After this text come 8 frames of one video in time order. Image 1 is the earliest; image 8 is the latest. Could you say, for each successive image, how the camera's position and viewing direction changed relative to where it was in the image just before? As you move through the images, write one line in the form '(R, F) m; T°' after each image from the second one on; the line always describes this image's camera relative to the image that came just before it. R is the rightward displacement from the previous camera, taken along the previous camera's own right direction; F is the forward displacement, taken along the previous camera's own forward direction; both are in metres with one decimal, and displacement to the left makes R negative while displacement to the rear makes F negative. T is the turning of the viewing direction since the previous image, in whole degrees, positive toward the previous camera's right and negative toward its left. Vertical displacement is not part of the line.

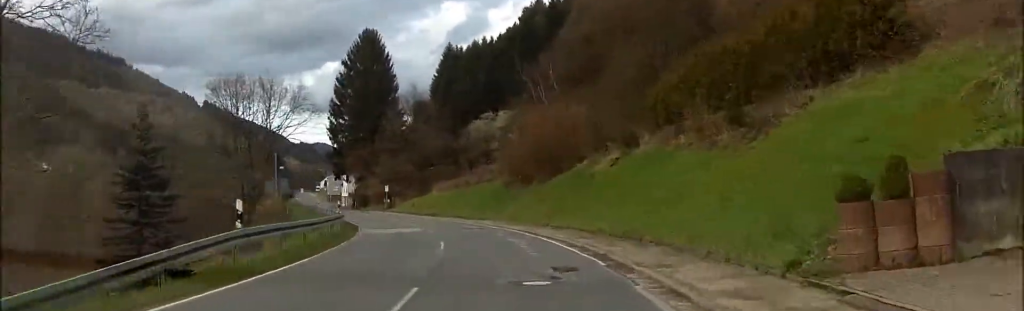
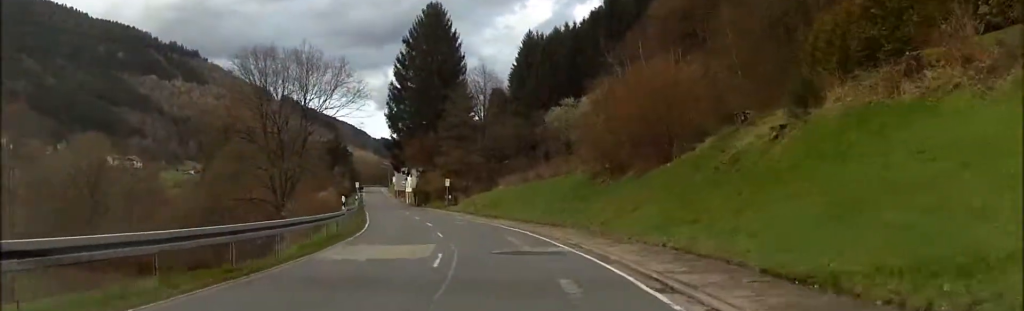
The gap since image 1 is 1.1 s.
(-0.5, +19.2) m; -3°
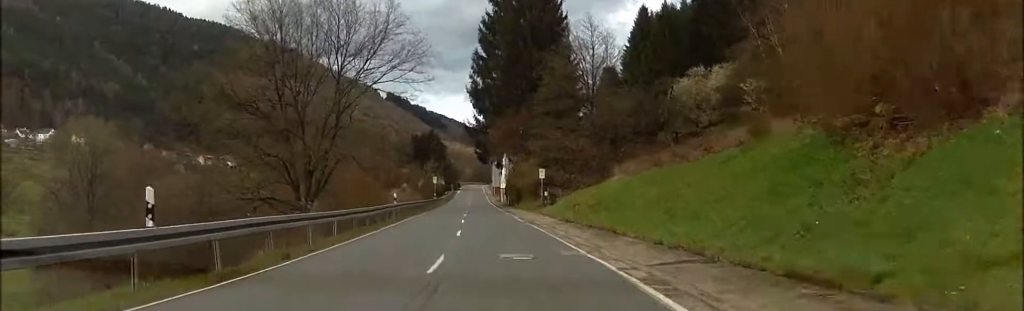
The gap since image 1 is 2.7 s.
(-1.0, +25.9) m; -4°
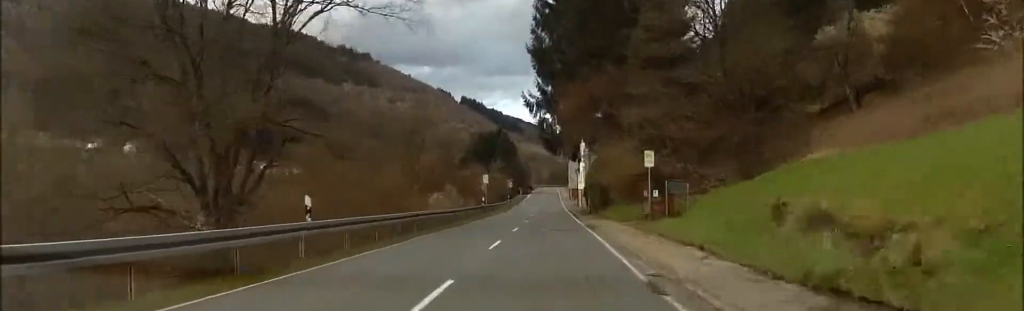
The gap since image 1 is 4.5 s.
(-1.5, +24.9) m; -7°
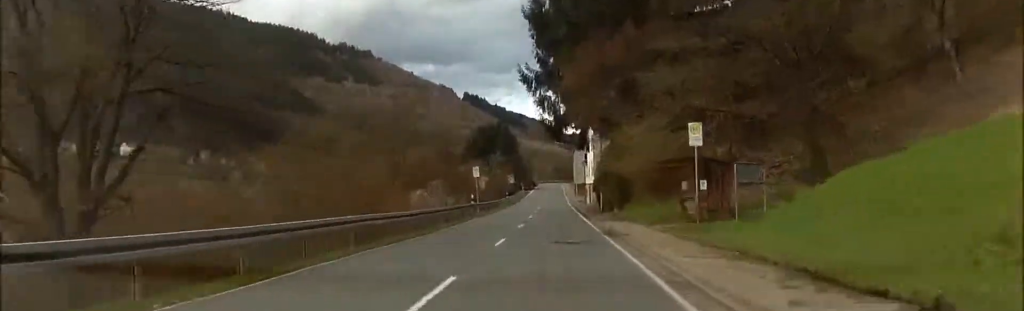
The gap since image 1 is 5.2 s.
(-0.1, +8.8) m; -1°
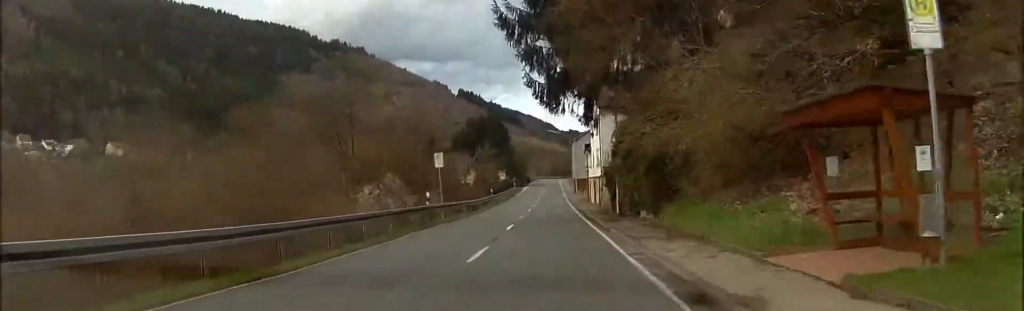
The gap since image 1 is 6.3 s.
(-0.1, +12.9) m; -1°
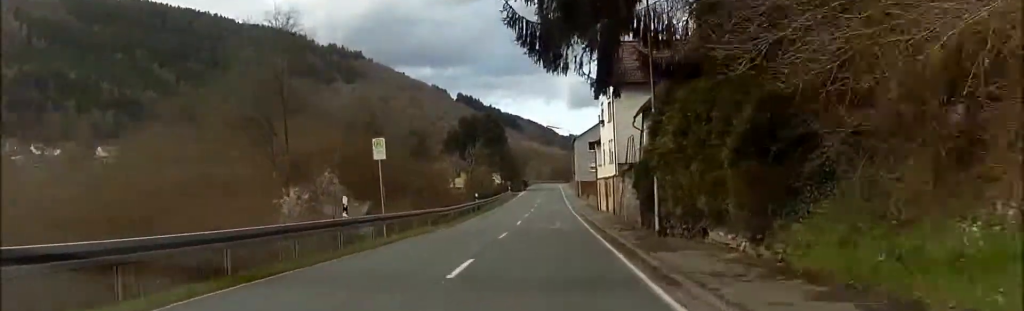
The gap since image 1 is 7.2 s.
(-0.1, +12.3) m; 0°
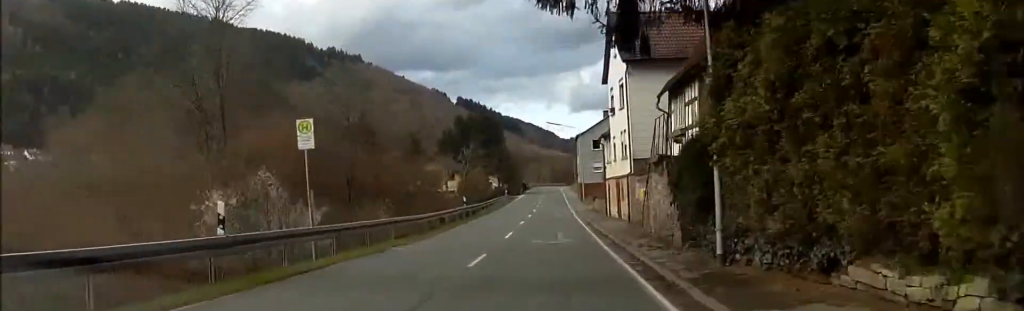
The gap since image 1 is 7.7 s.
(0.0, +7.8) m; 0°
